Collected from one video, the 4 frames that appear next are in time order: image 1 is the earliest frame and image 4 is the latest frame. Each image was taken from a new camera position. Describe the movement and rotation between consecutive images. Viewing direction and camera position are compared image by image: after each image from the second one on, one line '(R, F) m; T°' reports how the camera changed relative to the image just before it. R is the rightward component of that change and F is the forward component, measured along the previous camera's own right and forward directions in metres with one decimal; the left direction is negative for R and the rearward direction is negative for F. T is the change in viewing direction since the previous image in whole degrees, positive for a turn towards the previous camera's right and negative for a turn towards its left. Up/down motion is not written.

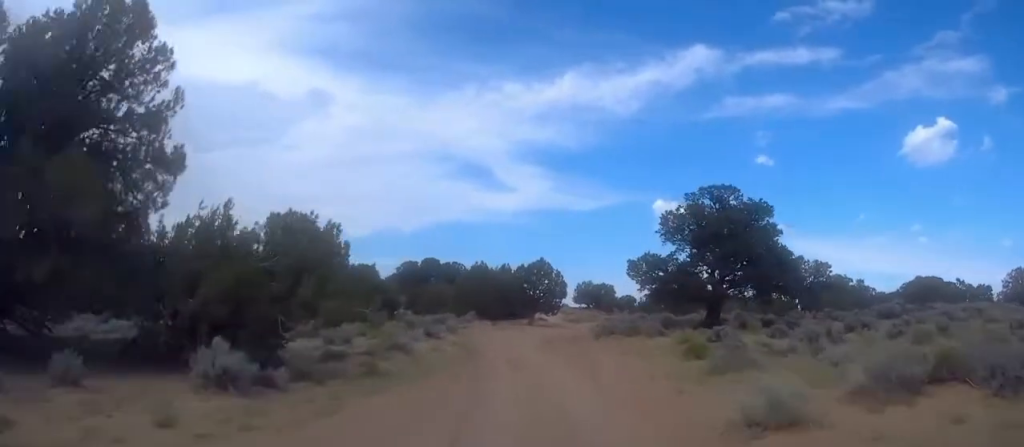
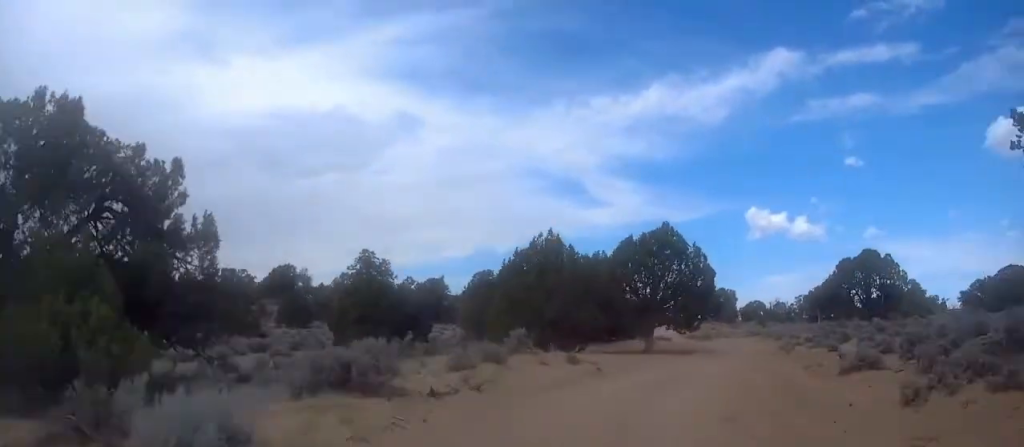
(-2.4, +29.1) m; -5°
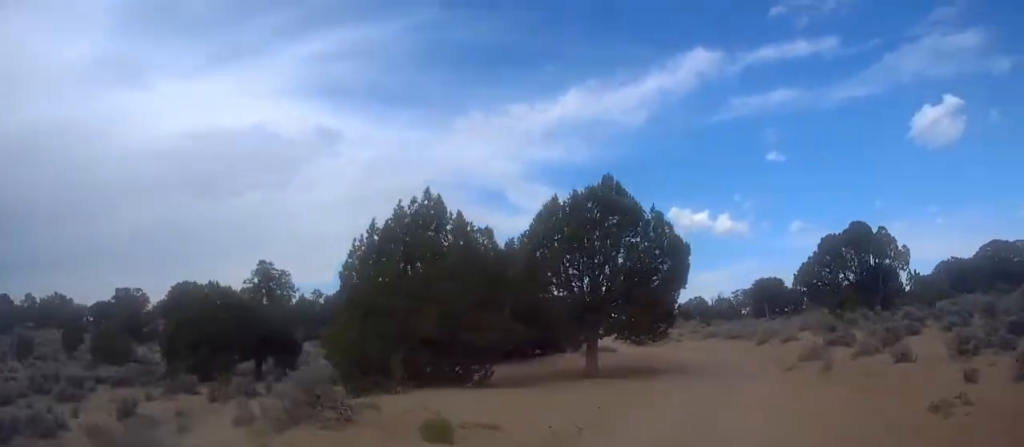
(+0.1, +11.7) m; +3°
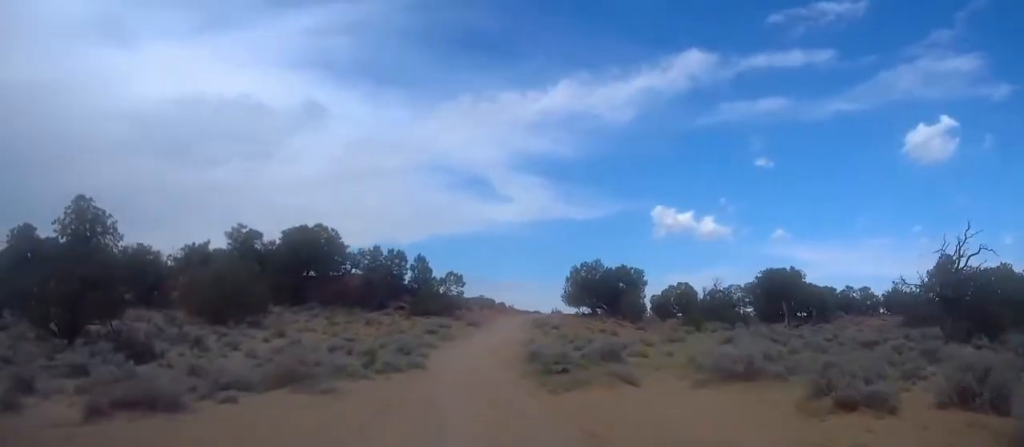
(+4.8, +37.6) m; +4°
